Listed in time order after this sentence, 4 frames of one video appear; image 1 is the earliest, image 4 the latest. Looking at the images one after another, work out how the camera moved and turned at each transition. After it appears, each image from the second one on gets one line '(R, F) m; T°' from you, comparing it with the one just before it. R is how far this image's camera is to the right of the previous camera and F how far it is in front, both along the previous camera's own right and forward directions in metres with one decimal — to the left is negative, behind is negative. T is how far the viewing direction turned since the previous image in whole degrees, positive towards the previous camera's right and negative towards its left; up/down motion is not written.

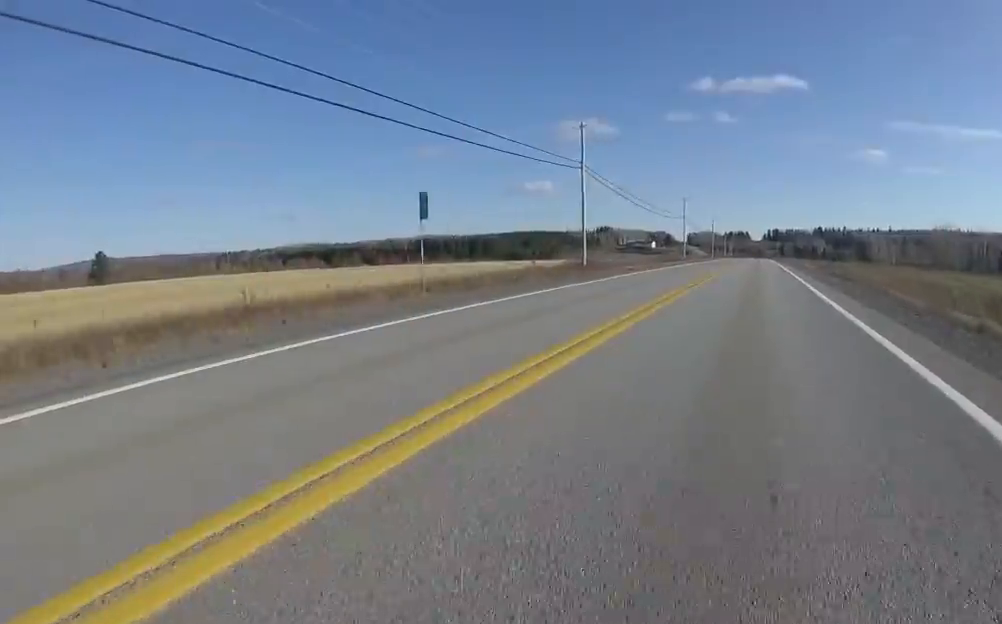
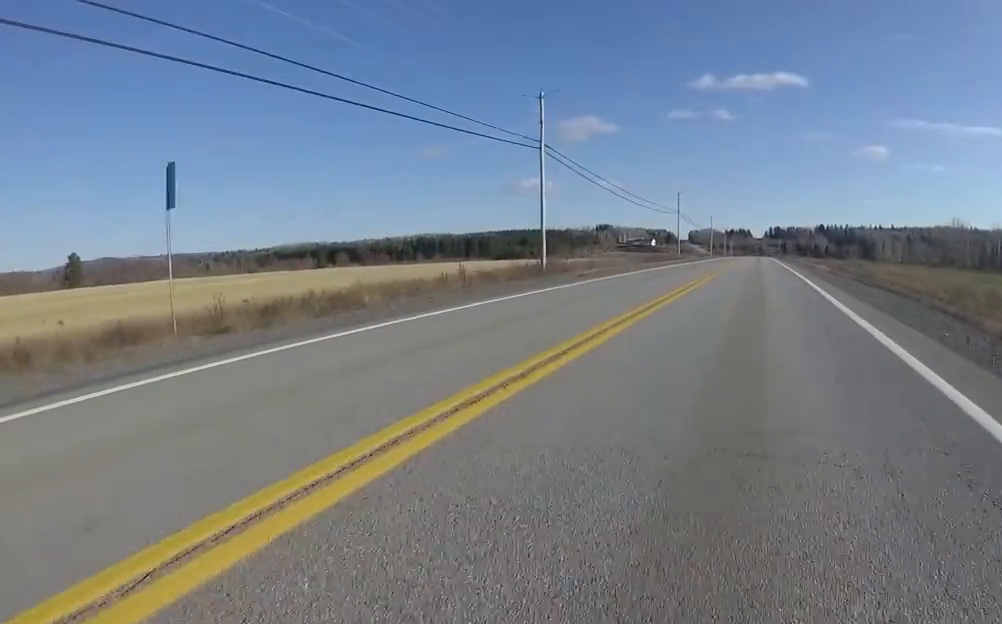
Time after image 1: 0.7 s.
(+0.2, +8.2) m; +1°
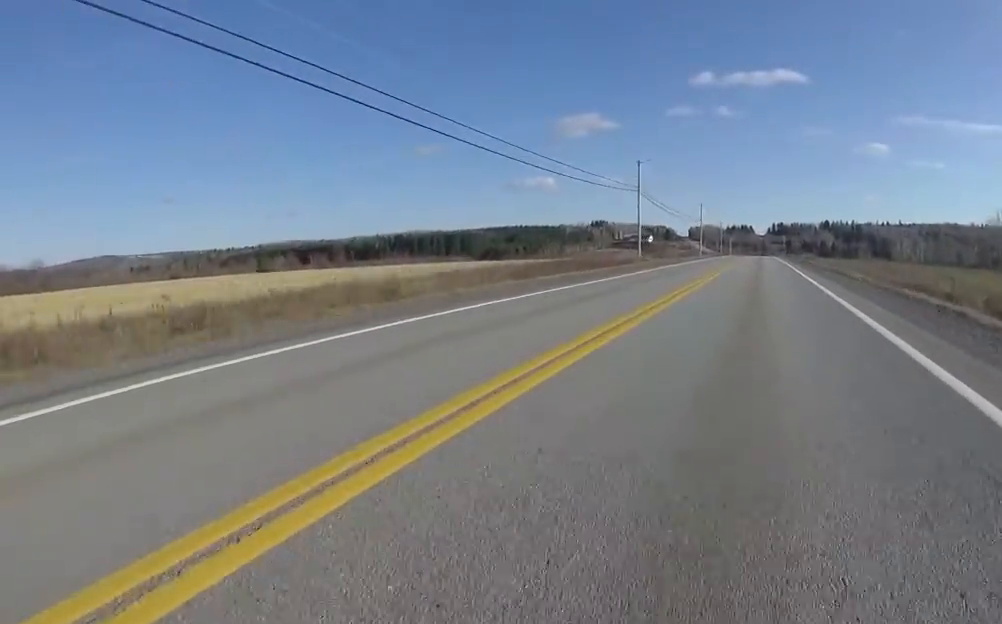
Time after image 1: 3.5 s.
(-0.4, +29.8) m; -3°
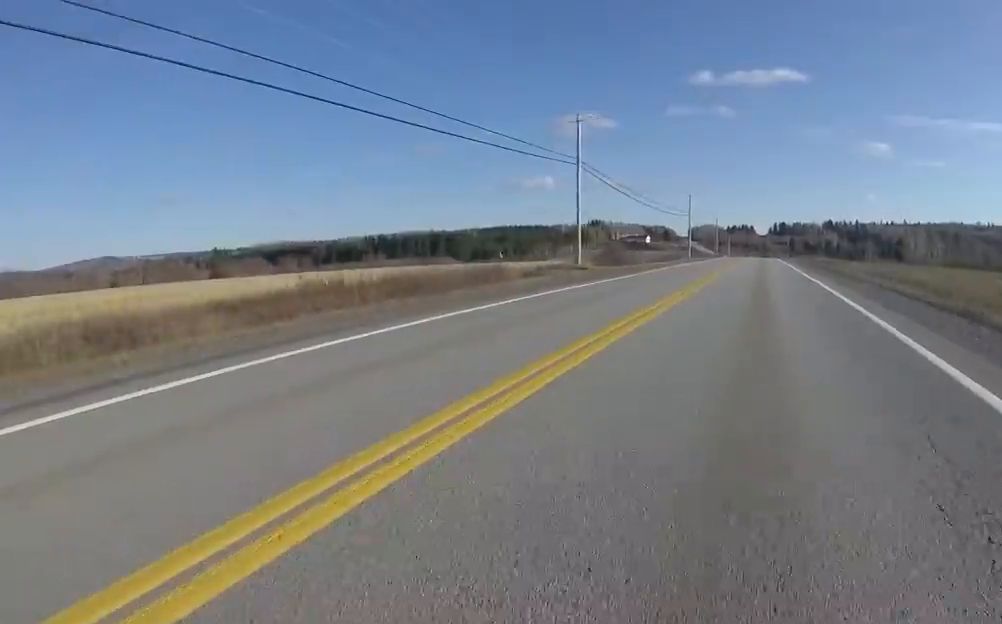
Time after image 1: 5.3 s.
(-1.0, +18.7) m; -4°
